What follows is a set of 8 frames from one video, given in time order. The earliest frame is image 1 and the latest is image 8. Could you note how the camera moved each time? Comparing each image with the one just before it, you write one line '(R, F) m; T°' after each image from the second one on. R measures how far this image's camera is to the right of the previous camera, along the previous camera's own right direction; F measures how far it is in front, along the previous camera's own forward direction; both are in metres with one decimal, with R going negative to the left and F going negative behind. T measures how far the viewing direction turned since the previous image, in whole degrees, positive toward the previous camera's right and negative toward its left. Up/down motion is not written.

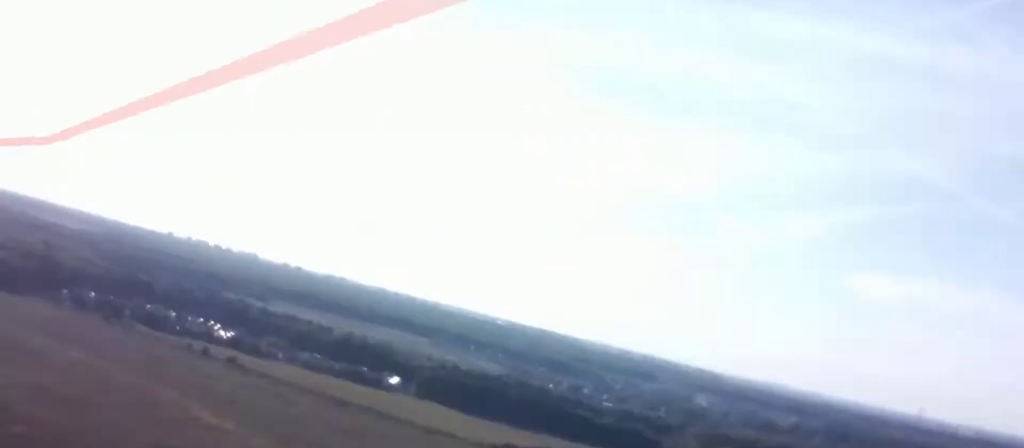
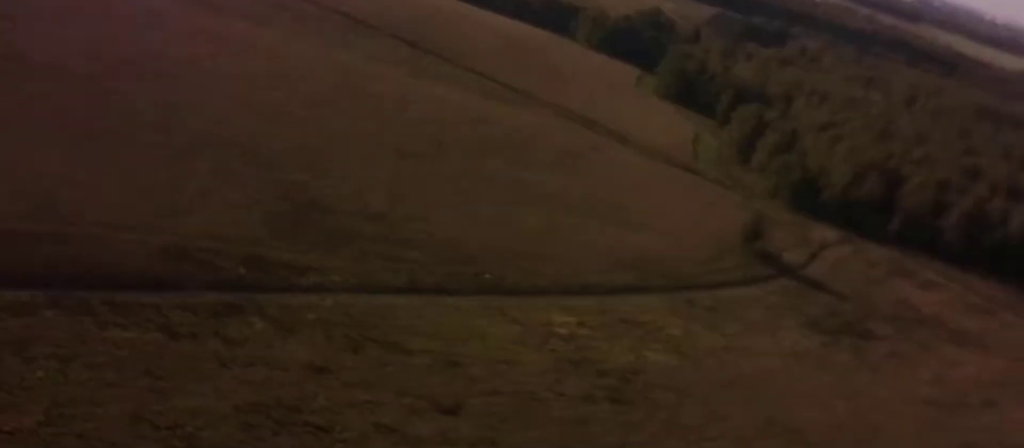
(+7.6, +37.9) m; +16°
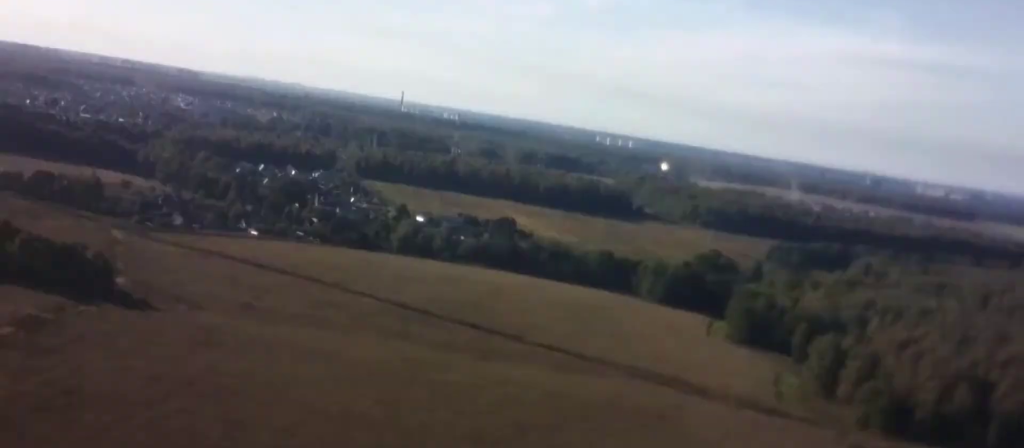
(-0.6, +11.1) m; -8°
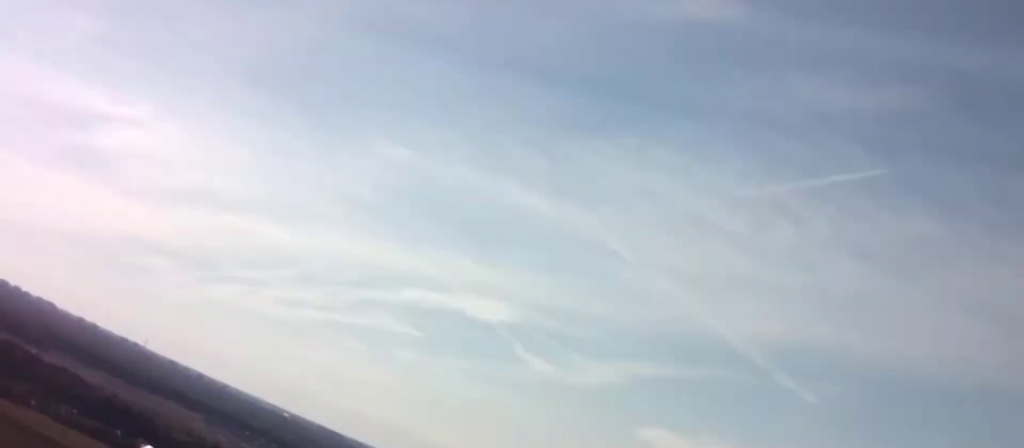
(-1.2, +12.5) m; -12°
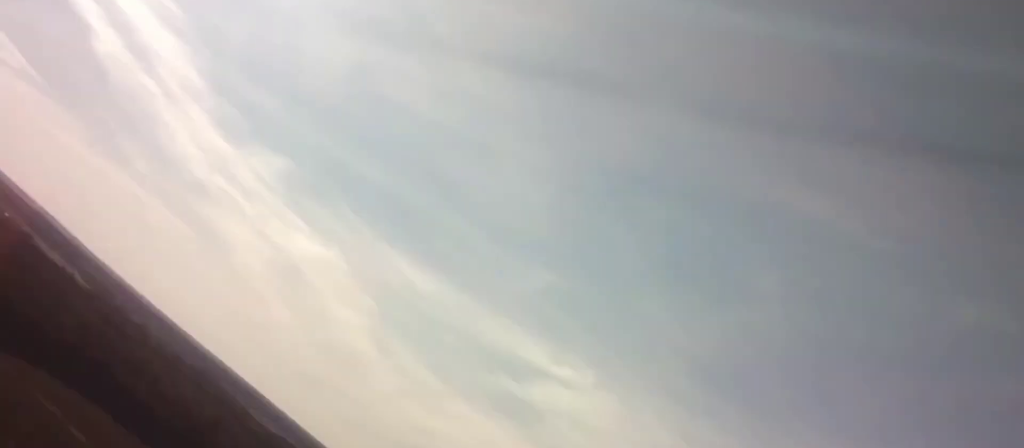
(-0.2, +11.1) m; -12°
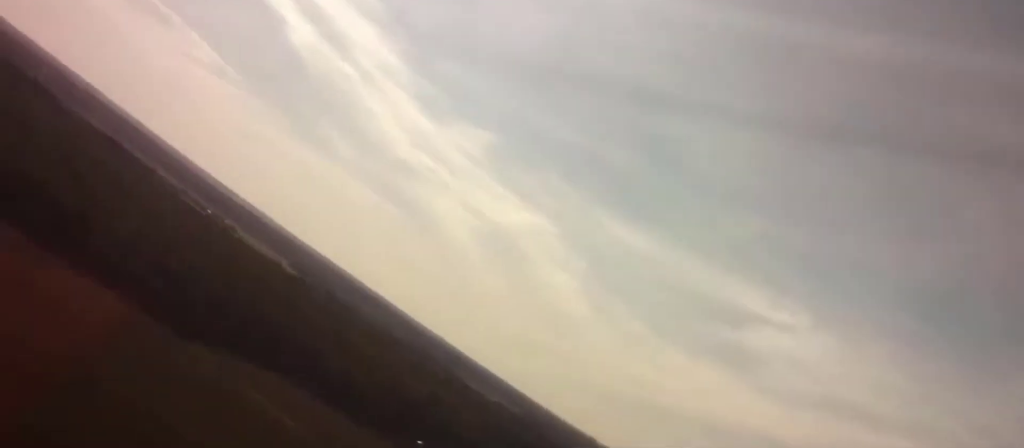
(-1.6, +9.1) m; -6°
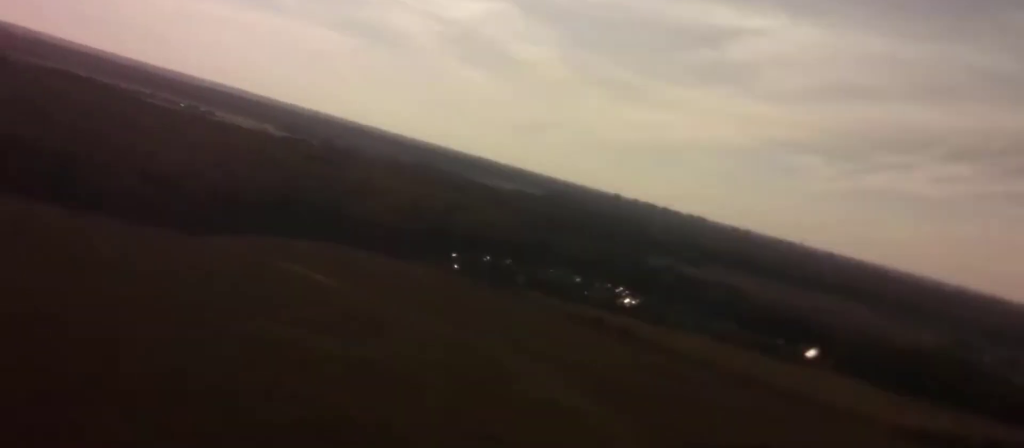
(-0.7, +8.5) m; -5°
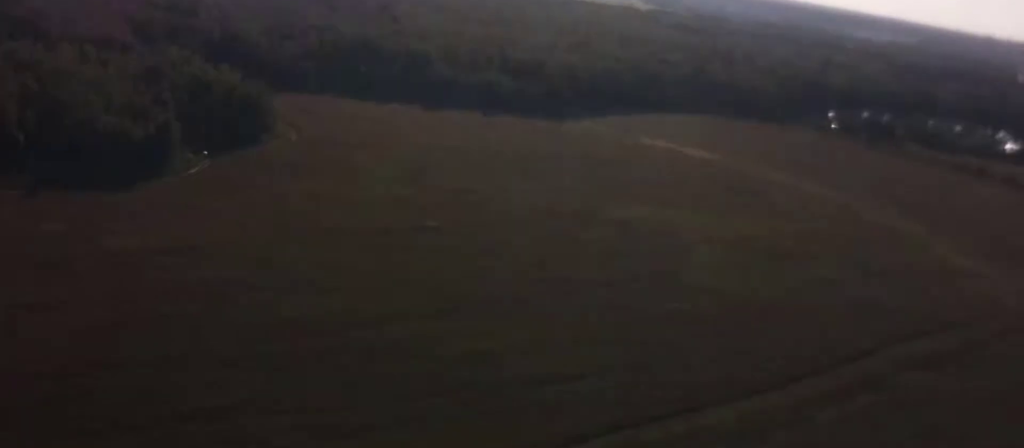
(-1.9, +30.6) m; -6°
